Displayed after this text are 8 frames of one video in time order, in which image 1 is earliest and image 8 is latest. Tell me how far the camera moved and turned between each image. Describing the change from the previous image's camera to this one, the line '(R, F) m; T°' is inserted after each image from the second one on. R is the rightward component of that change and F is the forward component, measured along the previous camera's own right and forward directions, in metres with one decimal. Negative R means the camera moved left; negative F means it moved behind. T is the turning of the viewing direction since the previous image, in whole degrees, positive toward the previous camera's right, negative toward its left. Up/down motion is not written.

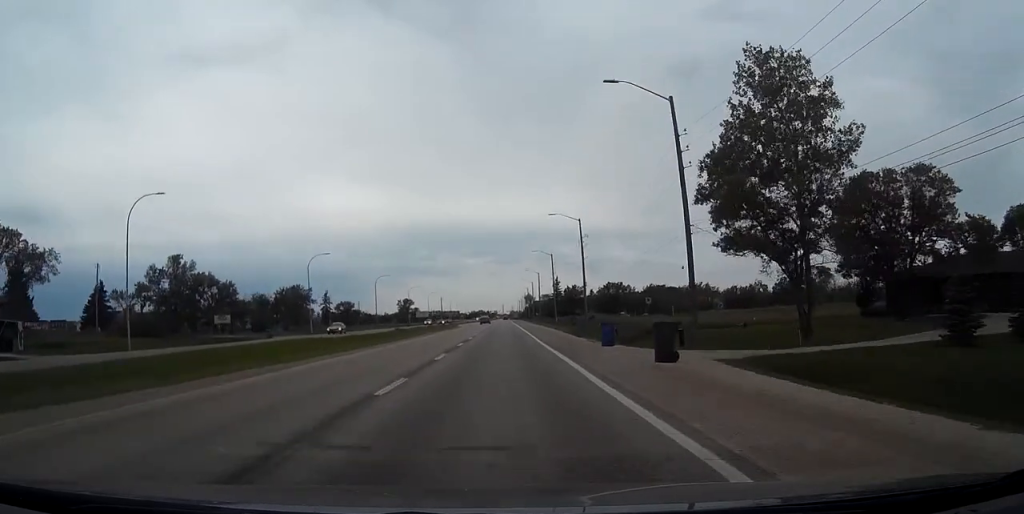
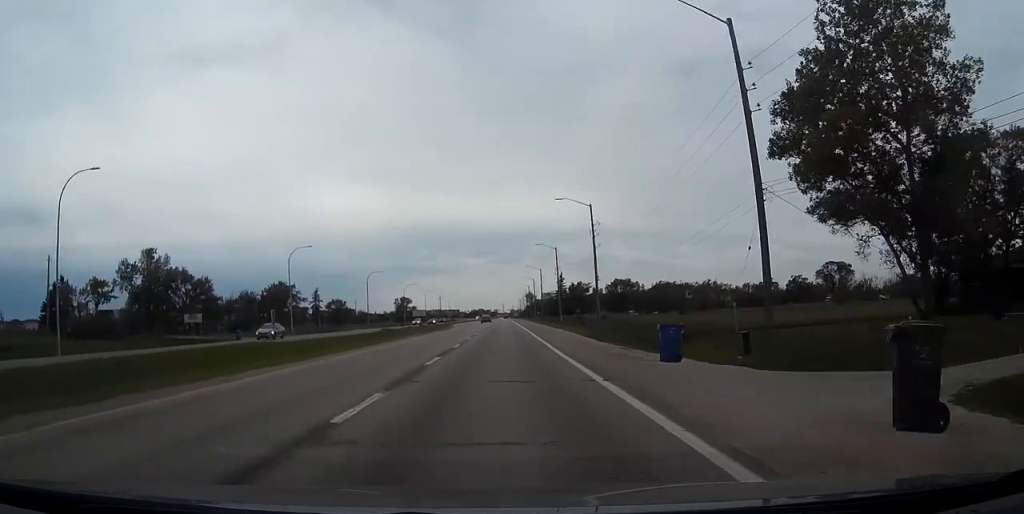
(-0.2, +12.0) m; 0°
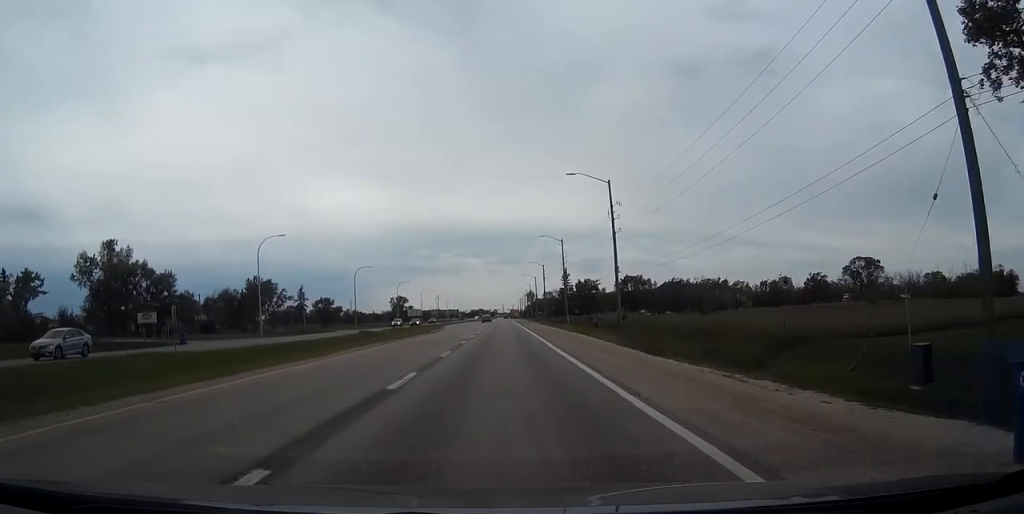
(-0.1, +15.1) m; 0°
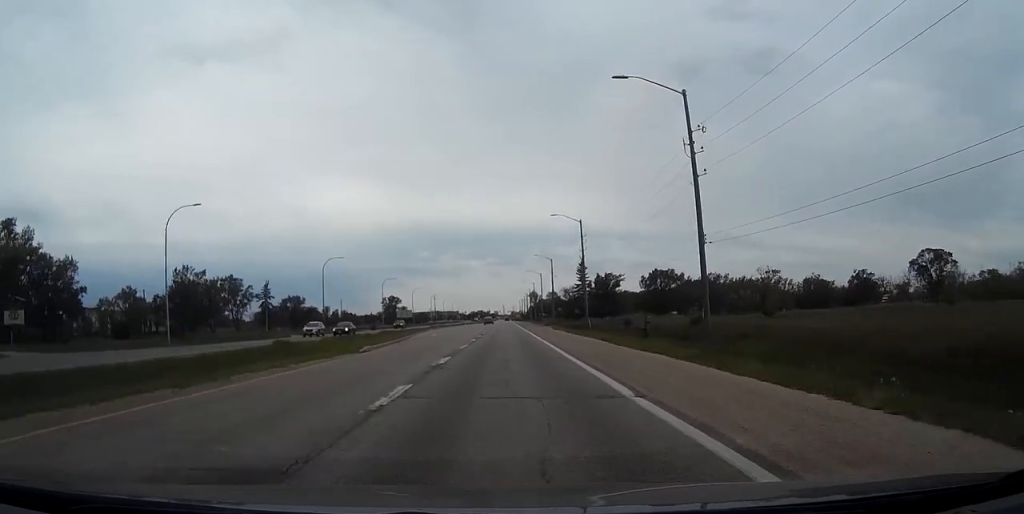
(+0.3, +29.7) m; +1°
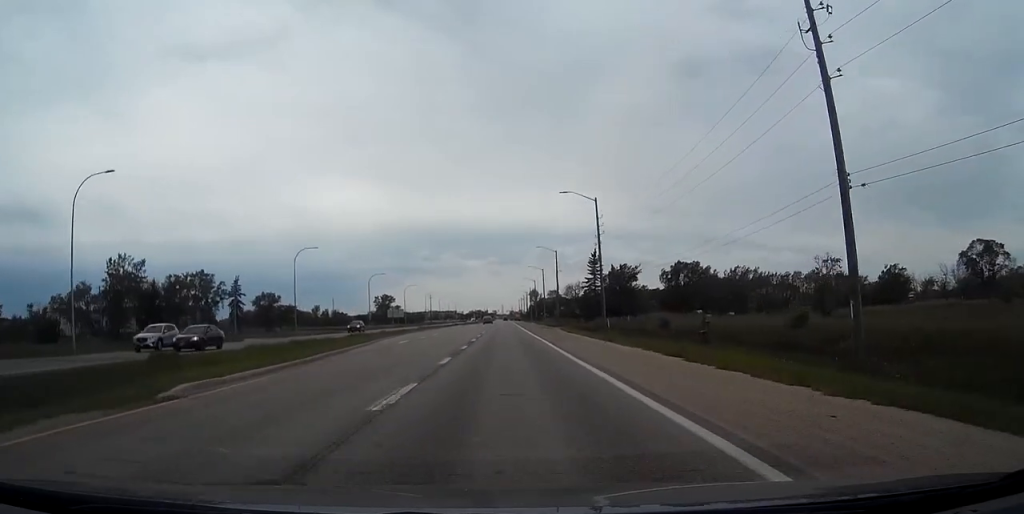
(-0.1, +17.7) m; 0°
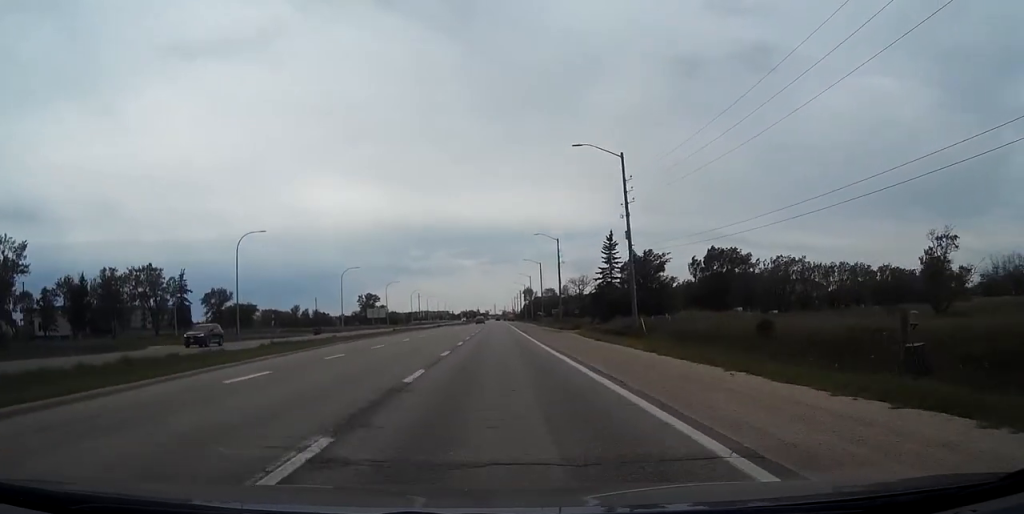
(-0.1, +23.0) m; 0°
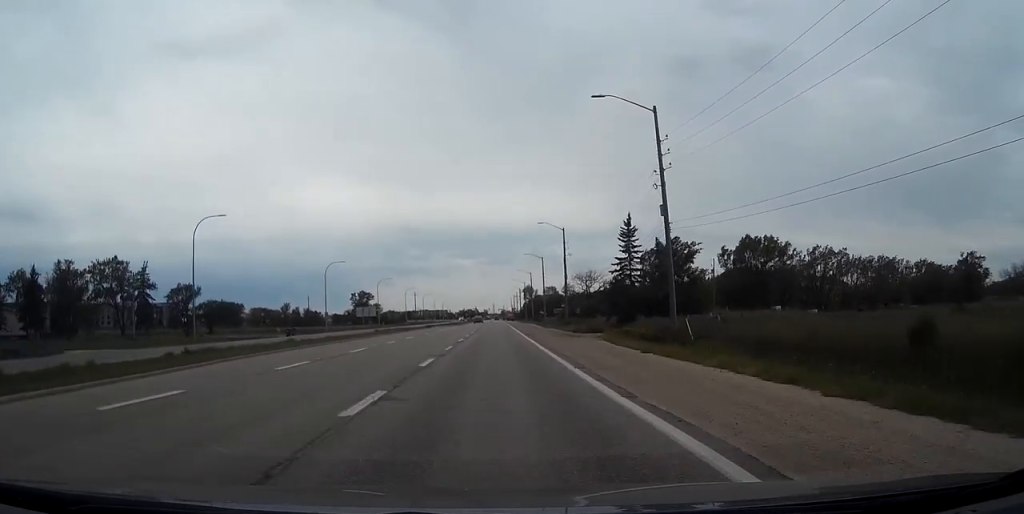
(0.0, +13.7) m; 0°
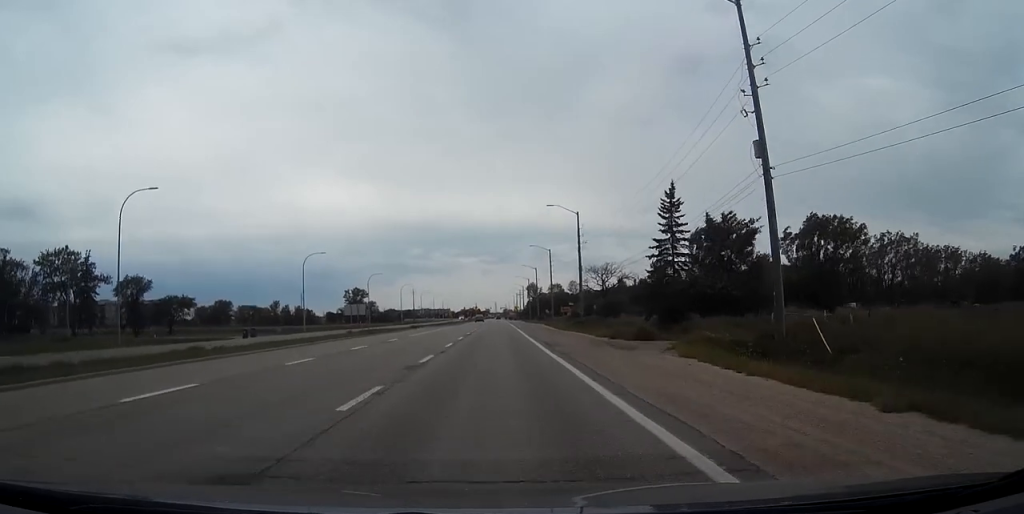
(-0.1, +17.6) m; +1°
